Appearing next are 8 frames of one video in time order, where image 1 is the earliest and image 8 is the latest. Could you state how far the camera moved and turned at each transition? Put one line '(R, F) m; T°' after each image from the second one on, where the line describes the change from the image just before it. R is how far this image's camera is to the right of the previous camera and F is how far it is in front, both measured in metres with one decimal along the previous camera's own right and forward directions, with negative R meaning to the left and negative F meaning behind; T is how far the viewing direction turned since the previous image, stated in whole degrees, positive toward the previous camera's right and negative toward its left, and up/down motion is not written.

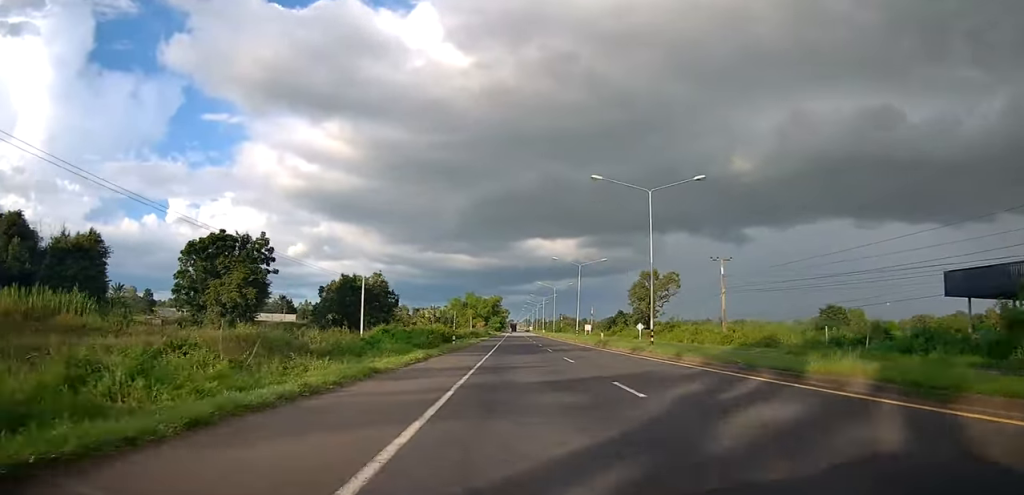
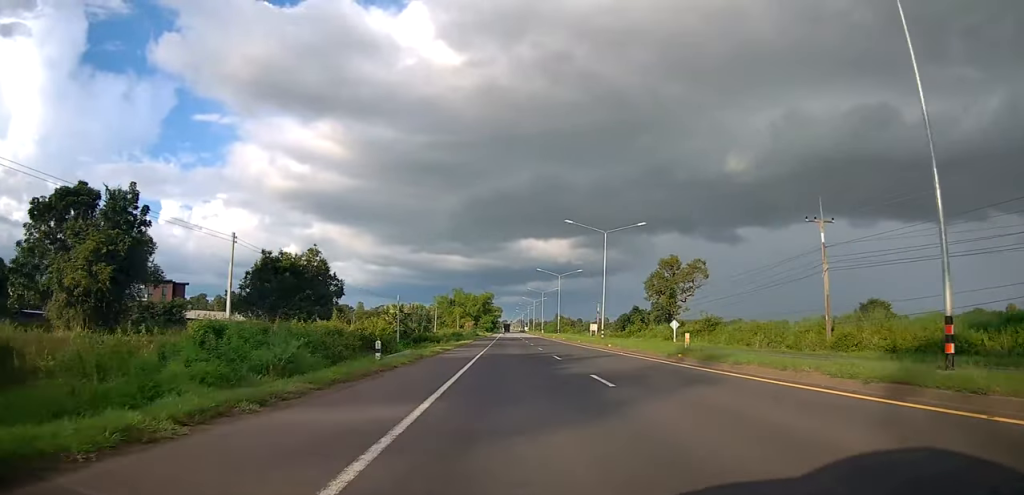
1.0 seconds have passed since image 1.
(0.0, +22.4) m; +1°
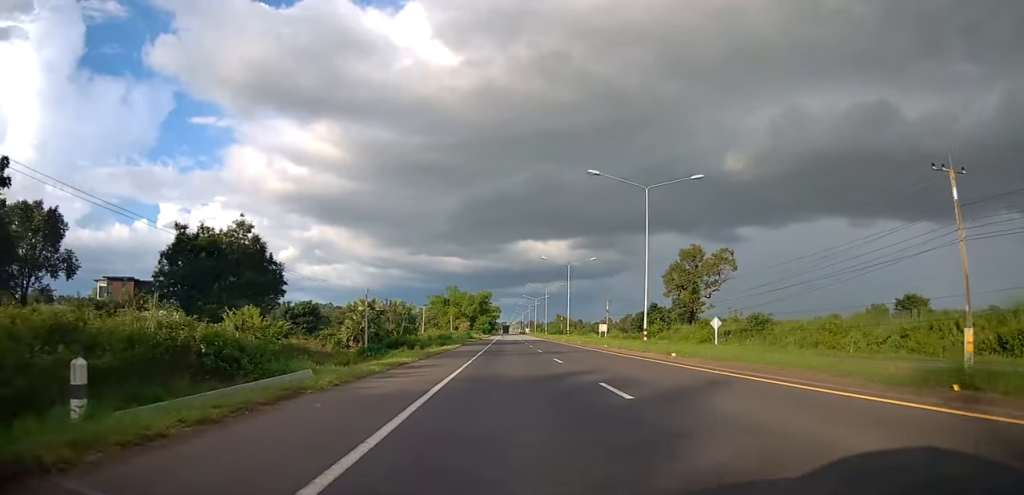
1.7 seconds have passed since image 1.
(0.0, +14.3) m; +1°
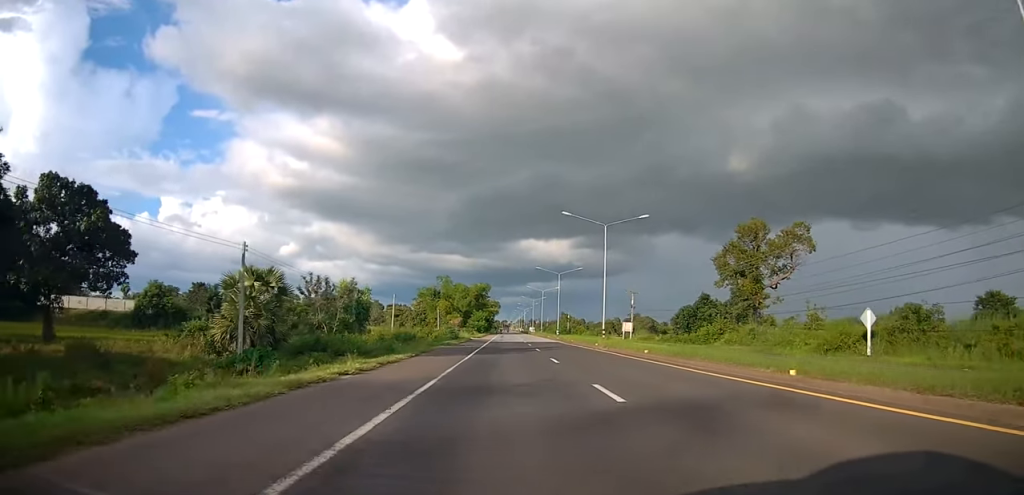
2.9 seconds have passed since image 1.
(+0.4, +24.7) m; 0°
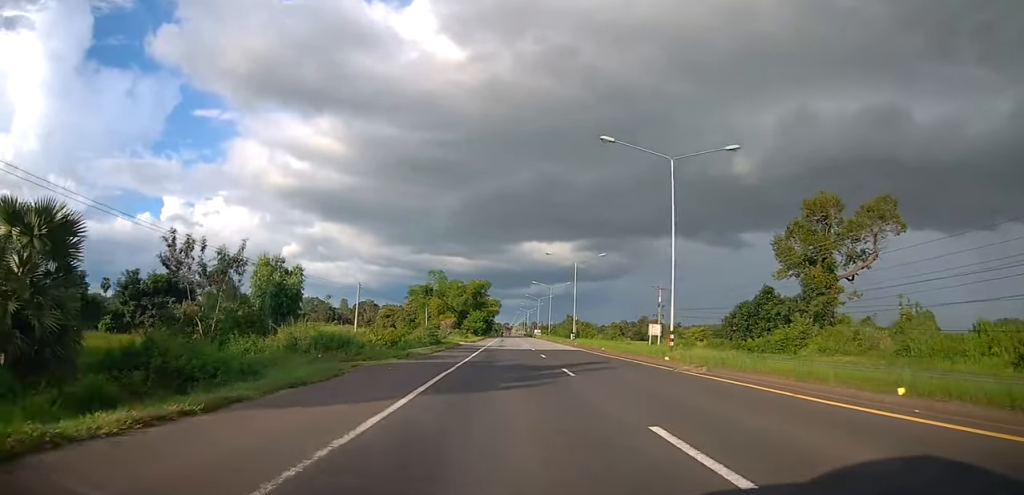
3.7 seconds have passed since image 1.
(-0.3, +17.0) m; -1°
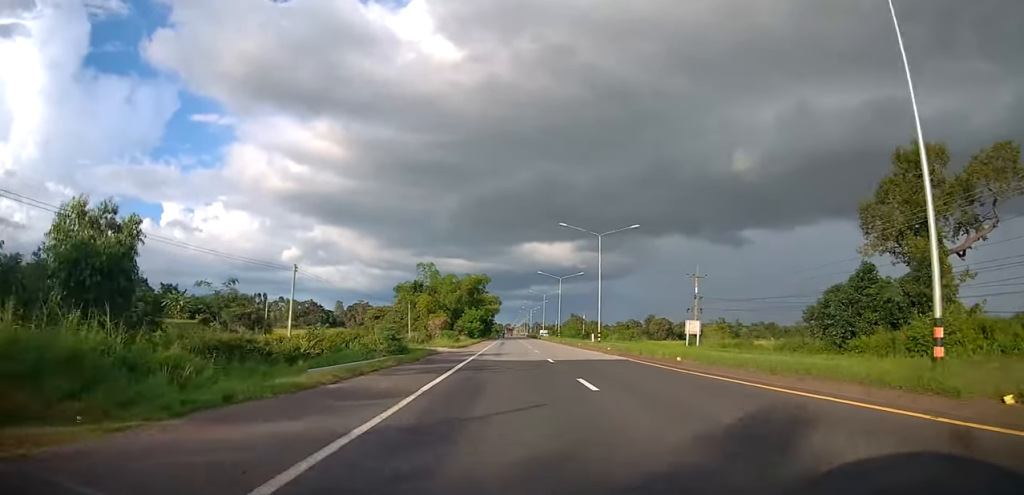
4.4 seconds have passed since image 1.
(-0.1, +16.0) m; 0°
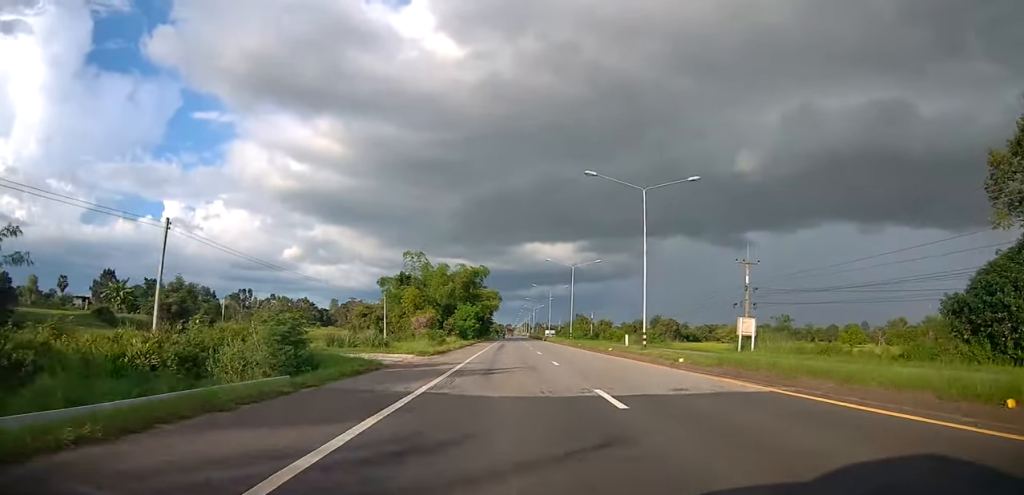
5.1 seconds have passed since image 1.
(0.0, +14.6) m; 0°
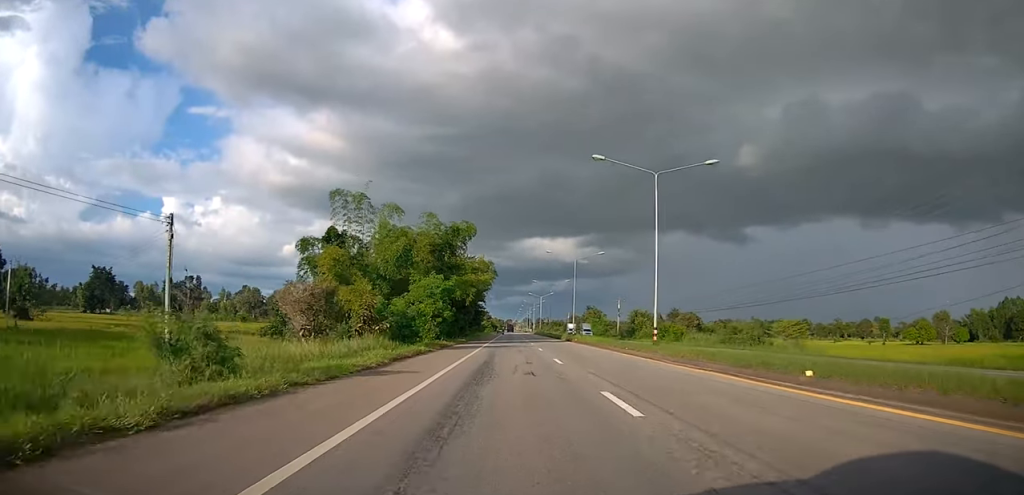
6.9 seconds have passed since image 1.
(+0.1, +38.1) m; 0°
